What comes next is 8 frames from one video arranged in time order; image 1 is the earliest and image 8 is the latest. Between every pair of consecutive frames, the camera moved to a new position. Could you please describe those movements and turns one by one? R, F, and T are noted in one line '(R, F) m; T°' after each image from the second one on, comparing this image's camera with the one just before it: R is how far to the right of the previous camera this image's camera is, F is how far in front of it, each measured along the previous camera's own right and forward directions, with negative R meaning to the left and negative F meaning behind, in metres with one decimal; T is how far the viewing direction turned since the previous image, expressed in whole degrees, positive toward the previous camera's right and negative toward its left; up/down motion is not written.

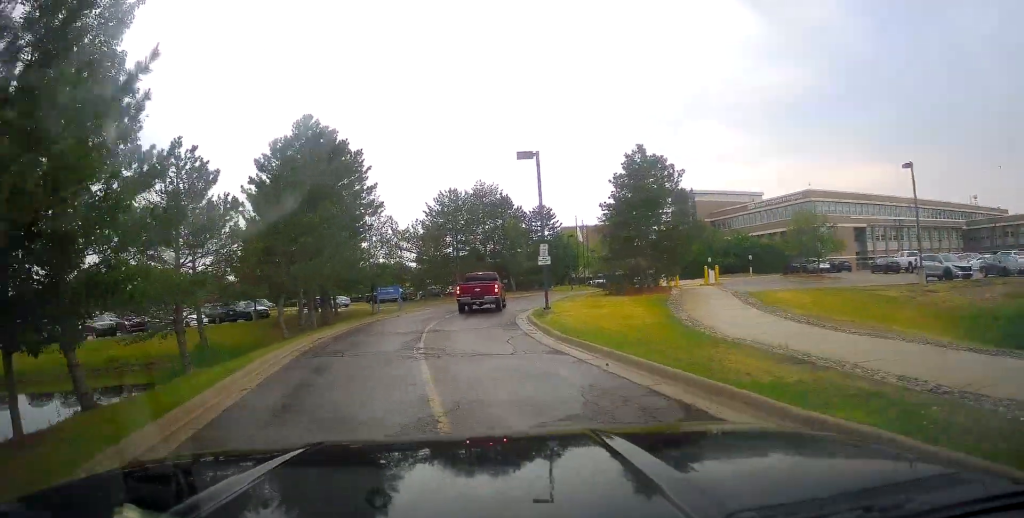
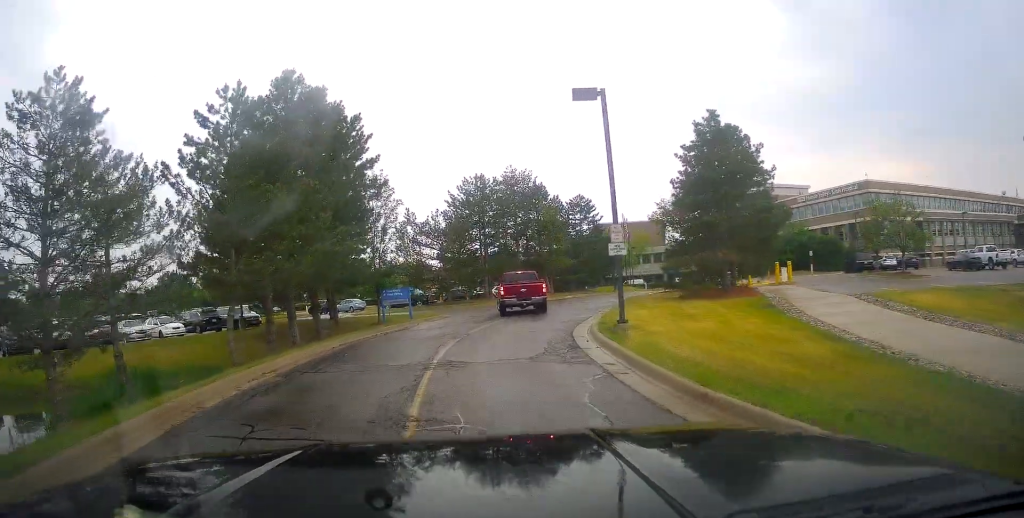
(-0.4, +8.0) m; -5°
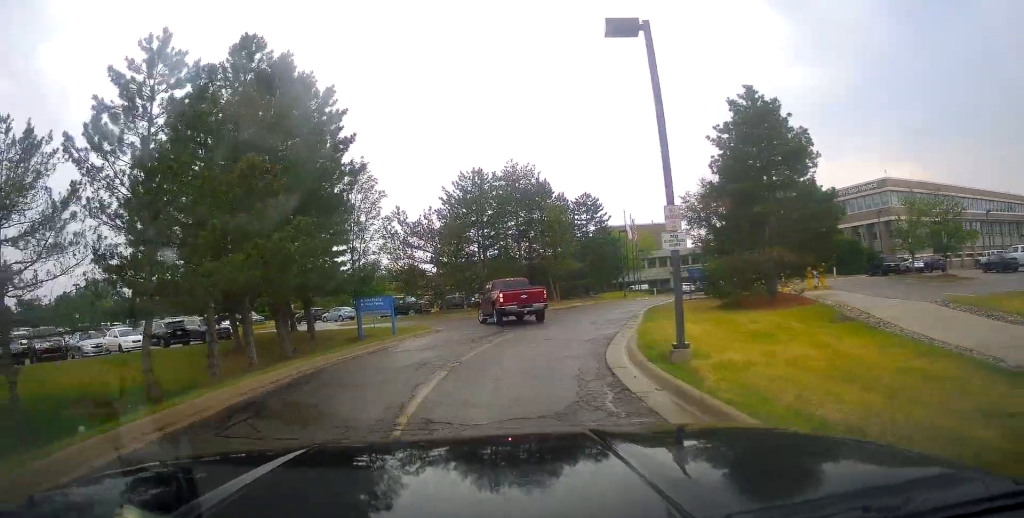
(-0.2, +4.8) m; -2°
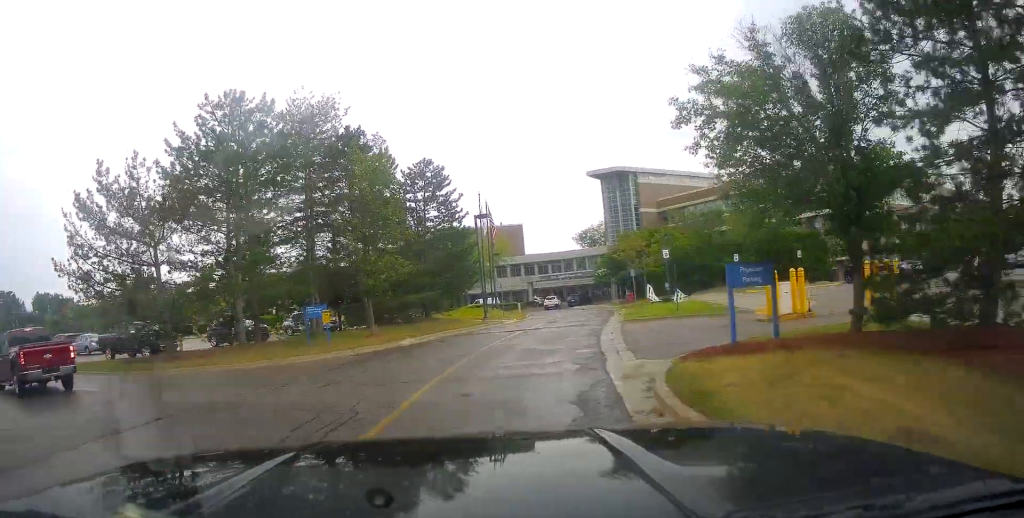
(+0.1, +20.3) m; +6°
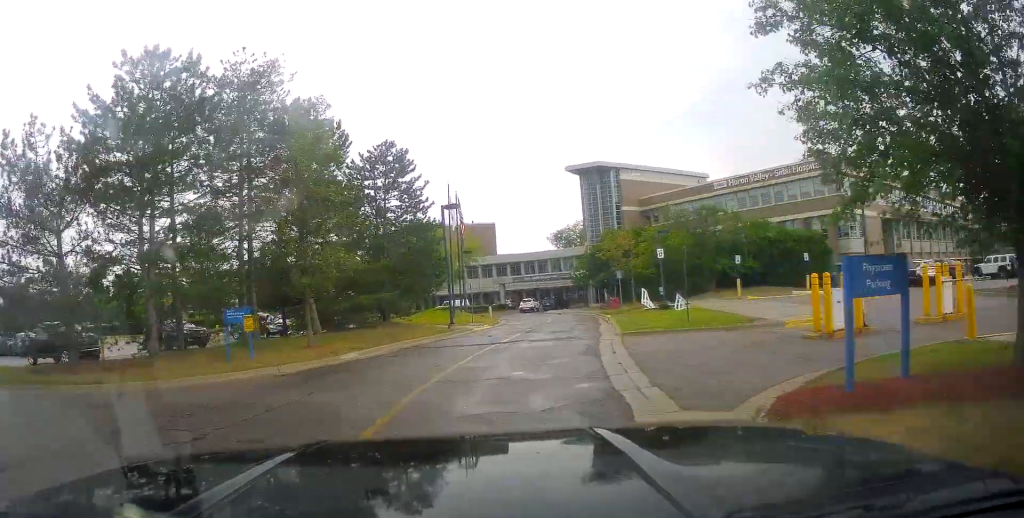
(+0.2, +4.5) m; +5°
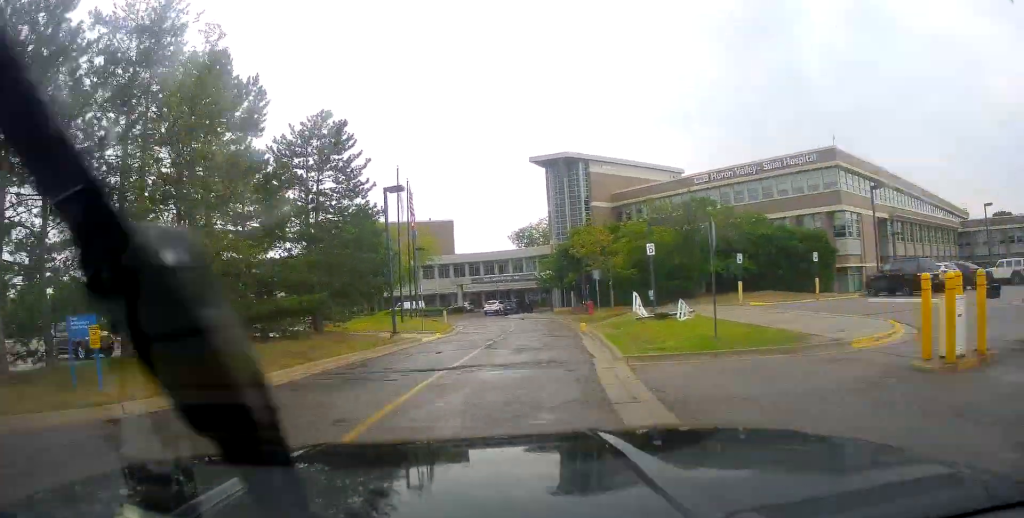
(+0.3, +5.6) m; +6°
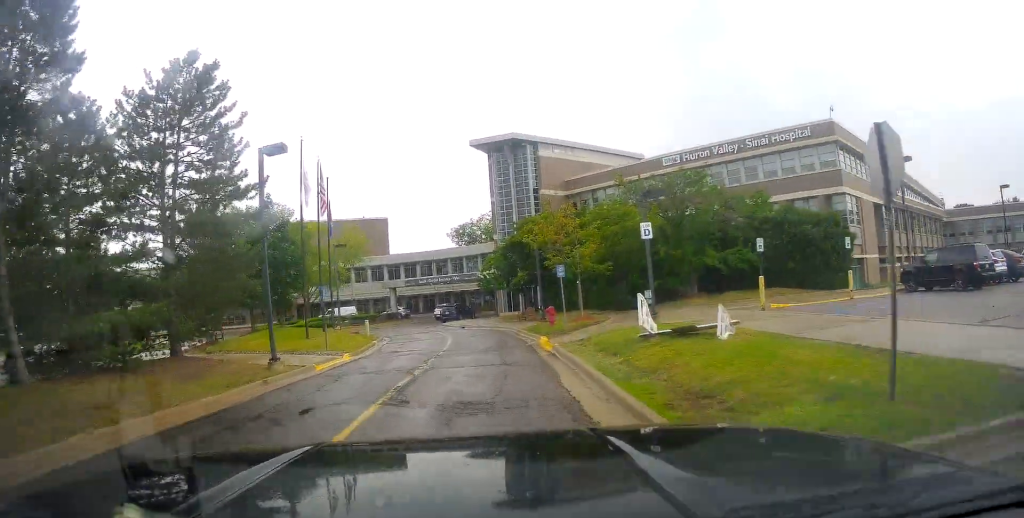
(+0.6, +8.2) m; +7°
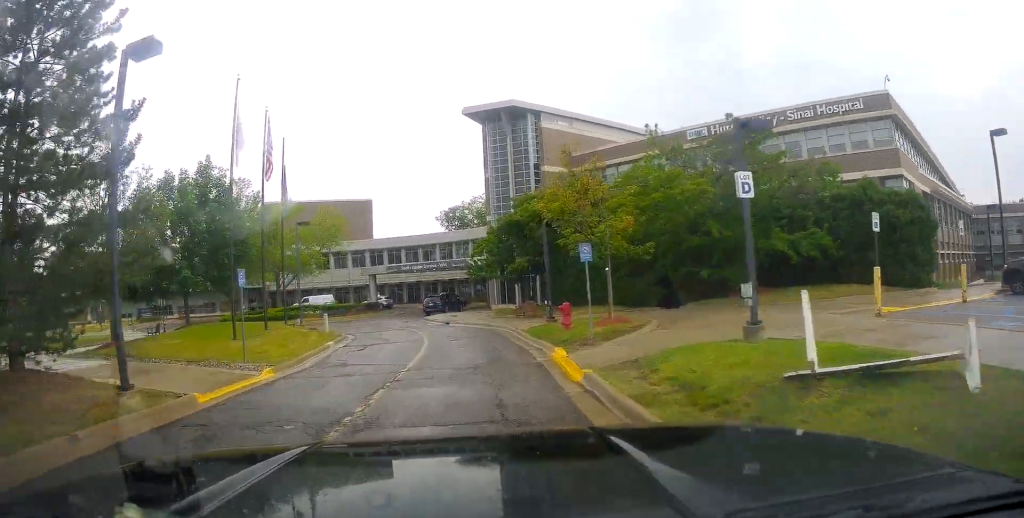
(+0.3, +7.5) m; +2°
